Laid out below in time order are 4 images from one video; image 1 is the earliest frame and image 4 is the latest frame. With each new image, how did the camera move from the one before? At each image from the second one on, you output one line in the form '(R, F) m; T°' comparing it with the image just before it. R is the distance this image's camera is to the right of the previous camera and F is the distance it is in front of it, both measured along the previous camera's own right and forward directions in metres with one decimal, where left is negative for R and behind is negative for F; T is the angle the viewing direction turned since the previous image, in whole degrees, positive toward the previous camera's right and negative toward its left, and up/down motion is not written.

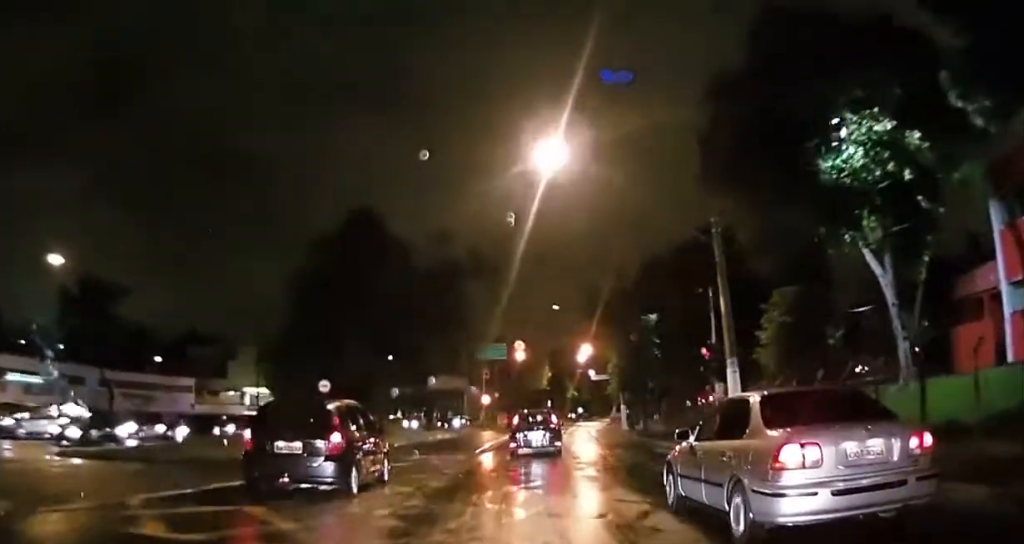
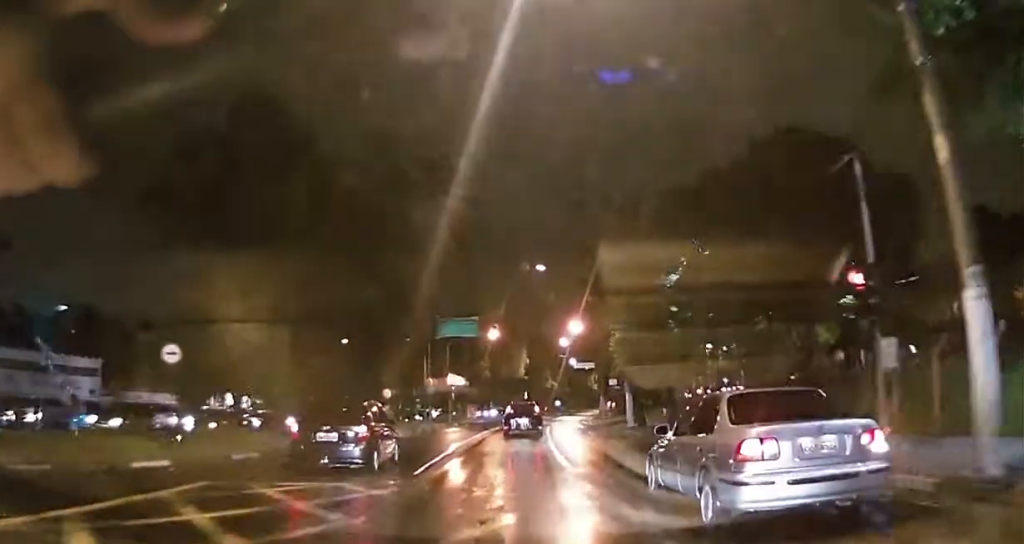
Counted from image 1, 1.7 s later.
(-1.0, +9.8) m; -2°
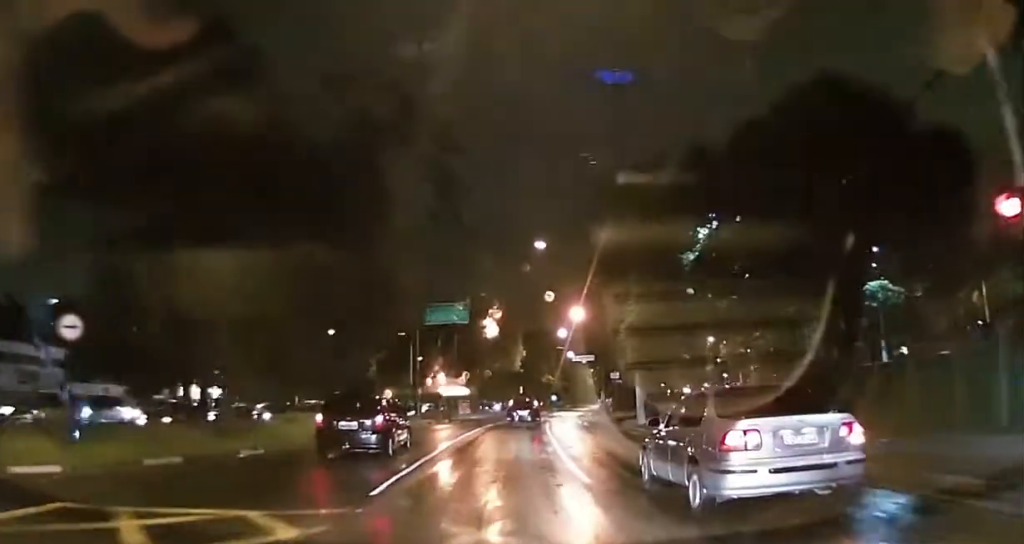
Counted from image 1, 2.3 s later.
(+0.5, +4.0) m; +3°
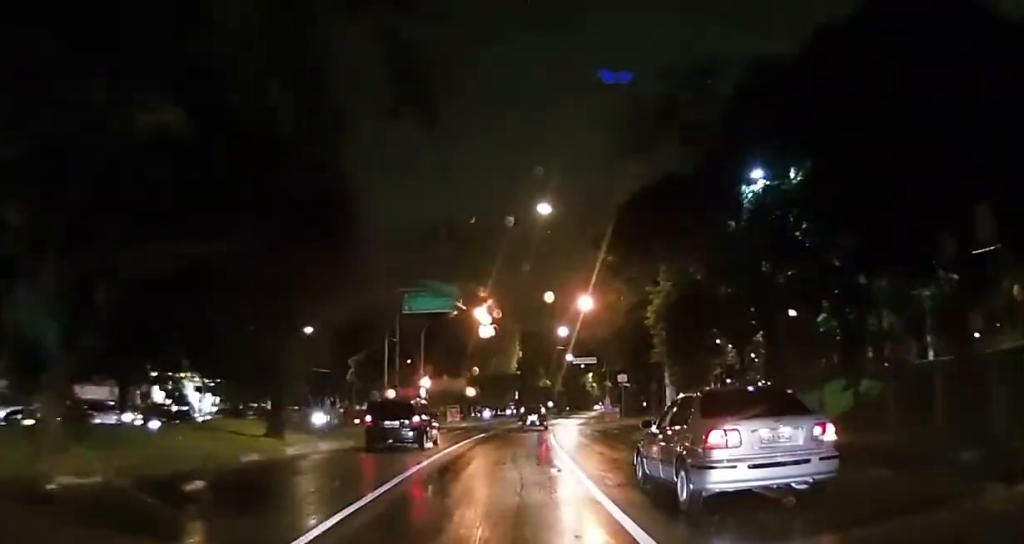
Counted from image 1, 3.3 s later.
(+0.3, +7.2) m; +1°
